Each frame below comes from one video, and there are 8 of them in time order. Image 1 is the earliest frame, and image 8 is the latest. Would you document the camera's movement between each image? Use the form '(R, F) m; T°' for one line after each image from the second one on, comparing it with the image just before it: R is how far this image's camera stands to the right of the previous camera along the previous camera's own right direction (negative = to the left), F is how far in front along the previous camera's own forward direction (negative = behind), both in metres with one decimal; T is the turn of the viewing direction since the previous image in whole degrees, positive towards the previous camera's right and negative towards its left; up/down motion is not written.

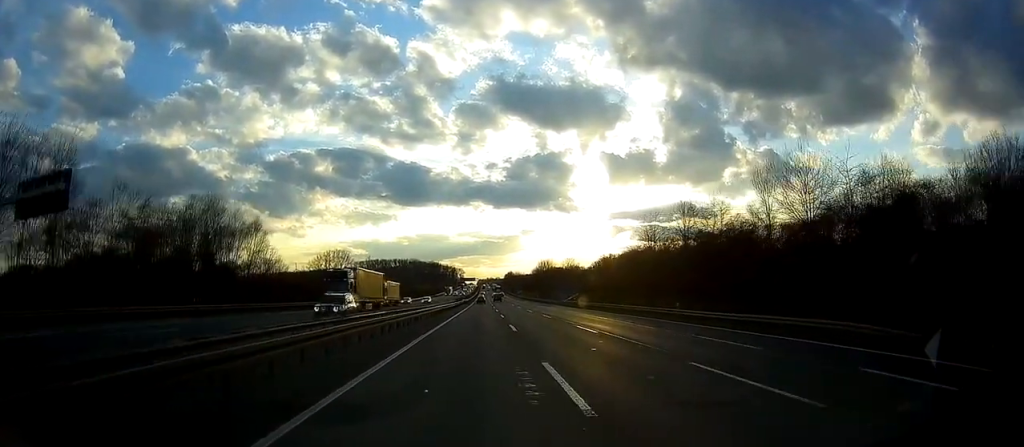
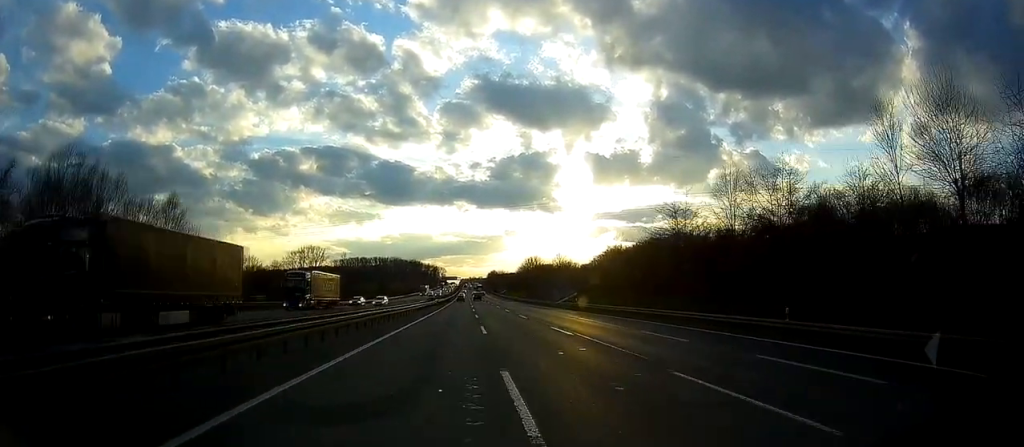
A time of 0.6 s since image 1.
(+0.4, +19.2) m; +1°
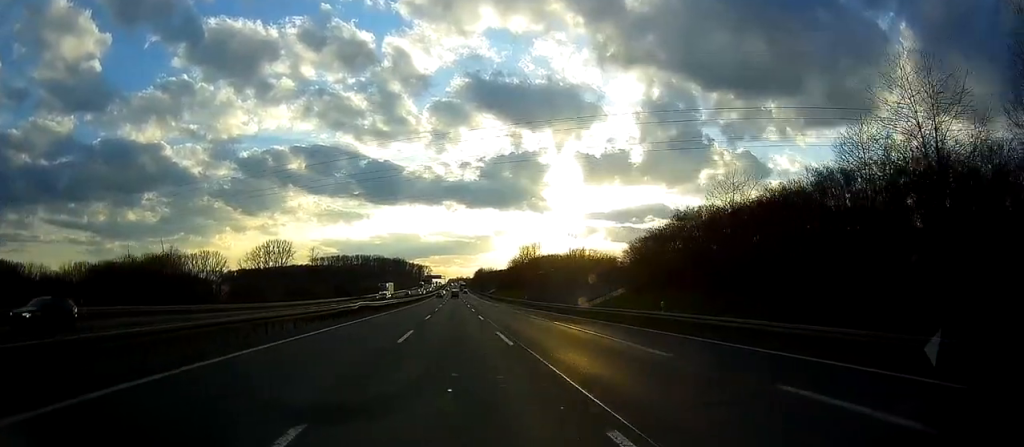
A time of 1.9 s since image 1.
(+0.4, +39.8) m; +2°
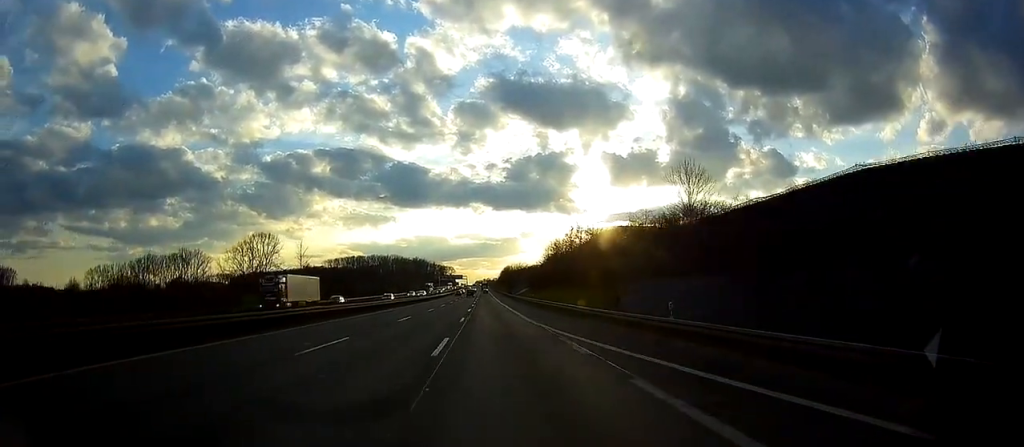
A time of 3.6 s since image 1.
(+0.6, +56.4) m; 0°
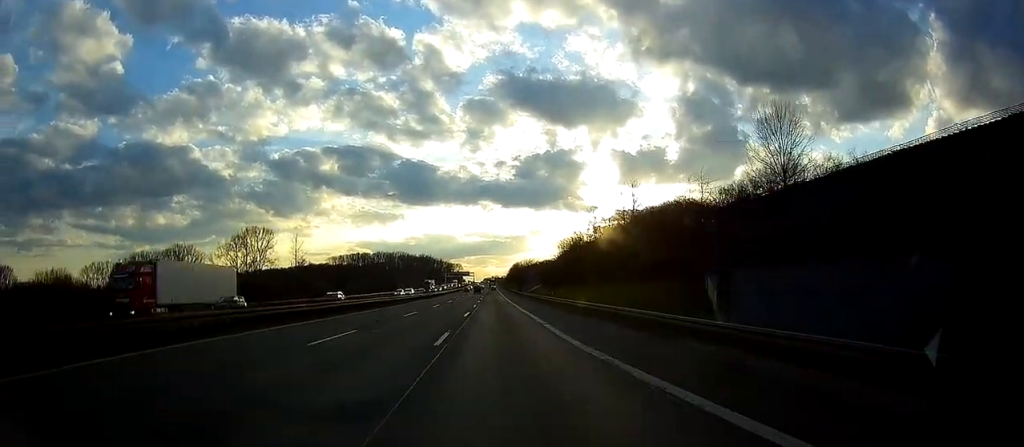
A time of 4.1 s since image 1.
(-0.1, +16.4) m; -1°
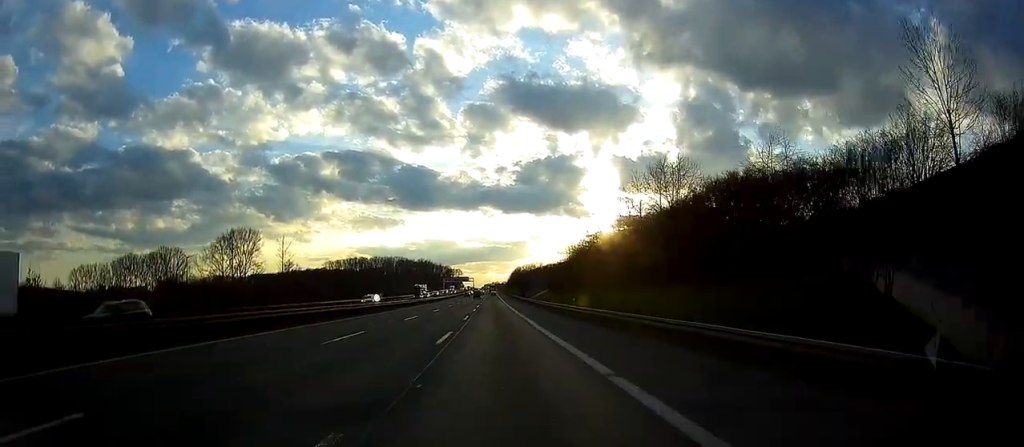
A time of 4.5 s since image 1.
(+0.1, +16.0) m; -1°
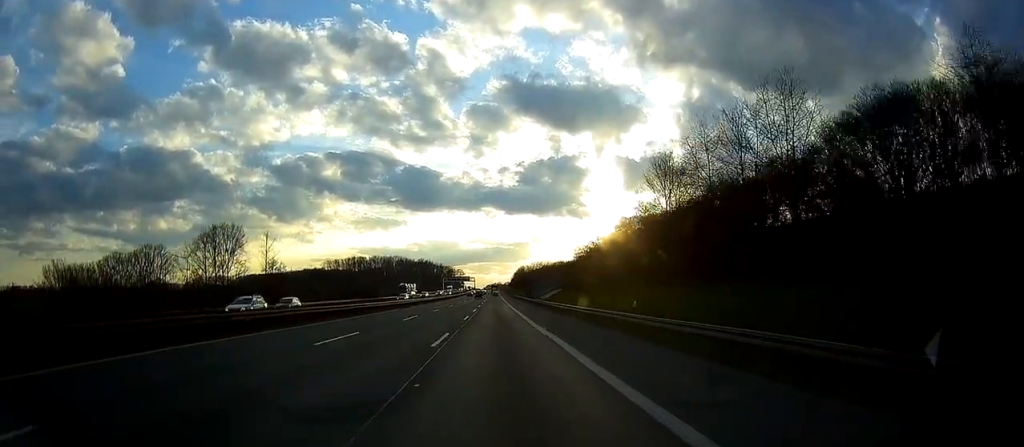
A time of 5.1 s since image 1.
(+0.1, +18.3) m; -1°
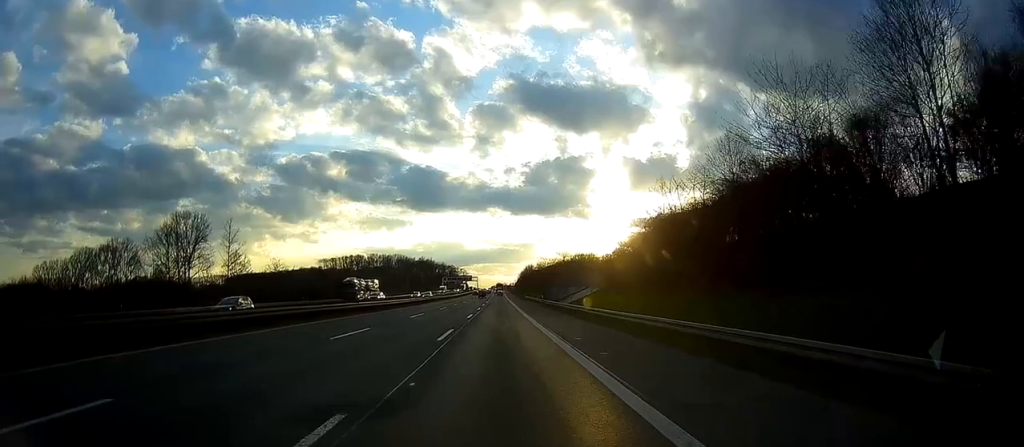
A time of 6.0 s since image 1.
(-0.9, +34.0) m; -2°
